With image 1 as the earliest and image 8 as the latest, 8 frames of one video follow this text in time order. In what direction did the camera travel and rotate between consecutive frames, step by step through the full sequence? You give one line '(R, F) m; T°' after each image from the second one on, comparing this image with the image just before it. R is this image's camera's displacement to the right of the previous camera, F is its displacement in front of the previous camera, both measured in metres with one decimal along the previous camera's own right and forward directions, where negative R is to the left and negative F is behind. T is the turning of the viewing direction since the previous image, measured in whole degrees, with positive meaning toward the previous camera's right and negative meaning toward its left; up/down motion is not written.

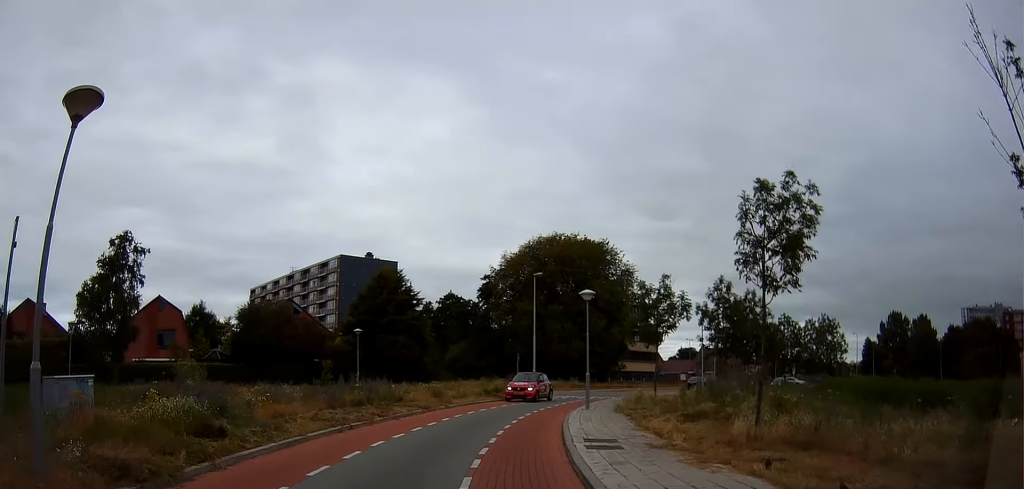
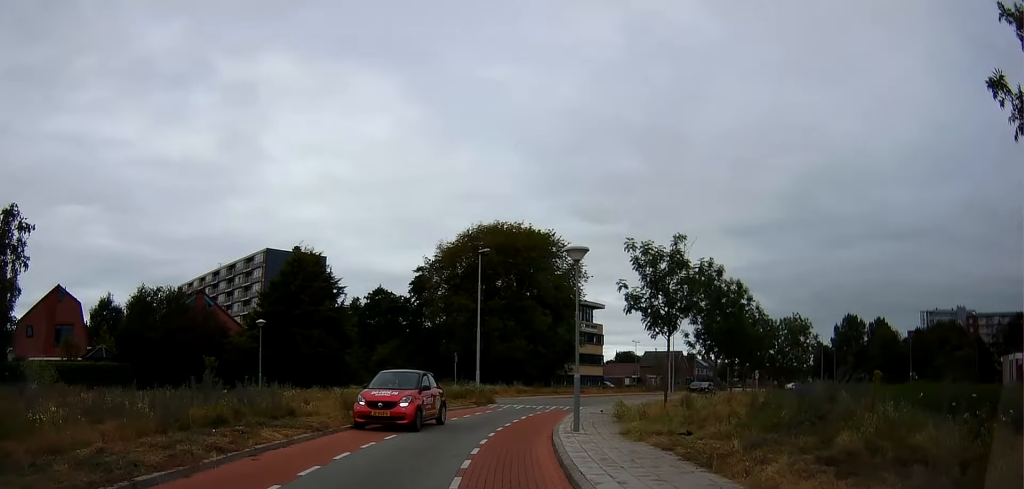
(+0.4, +8.0) m; +4°
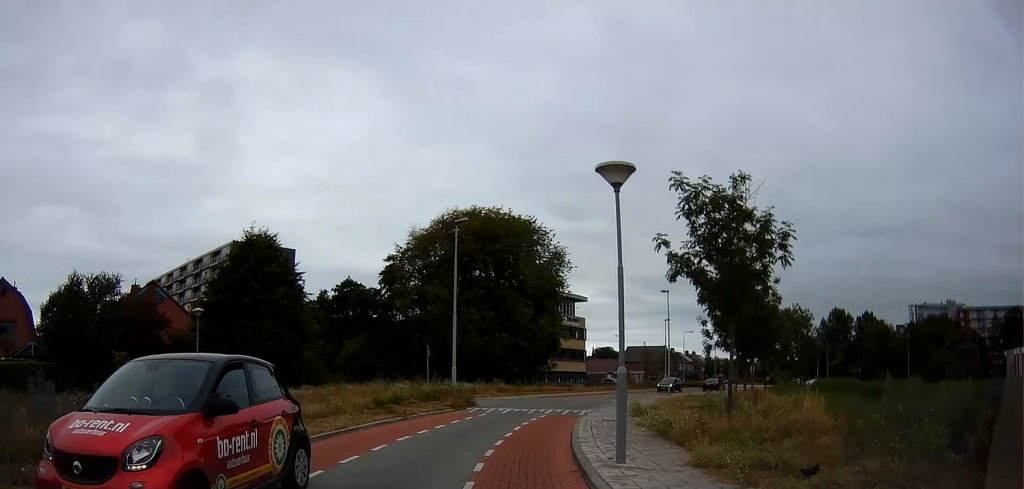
(+0.1, +5.5) m; +2°
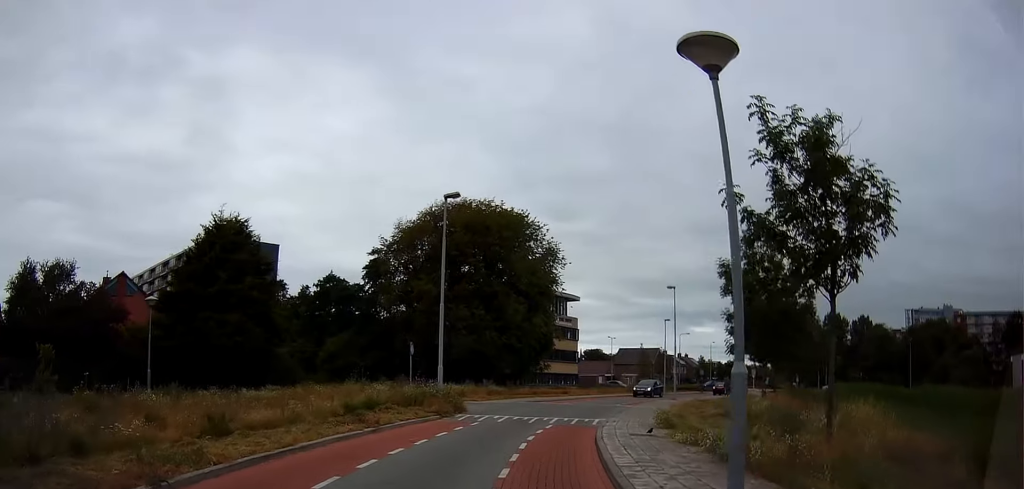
(0.0, +3.7) m; +2°
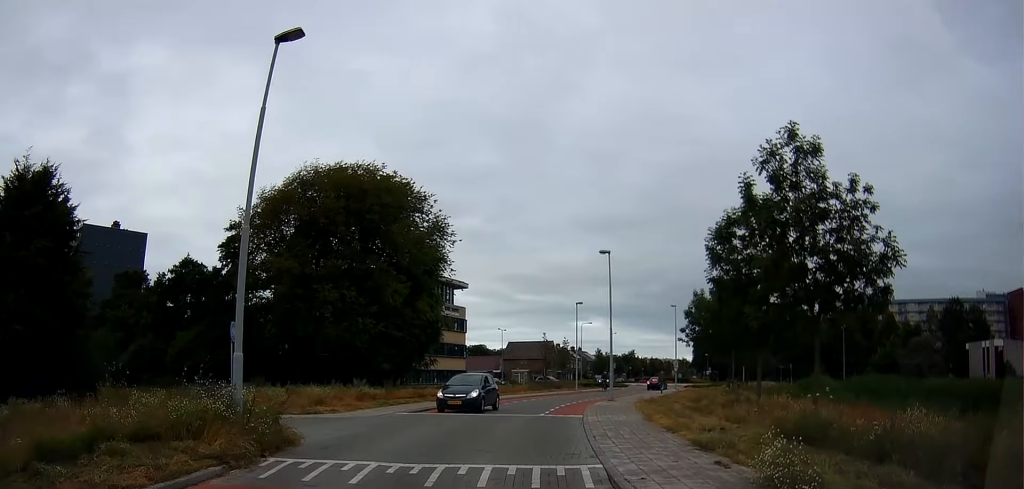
(+1.4, +10.4) m; +14°
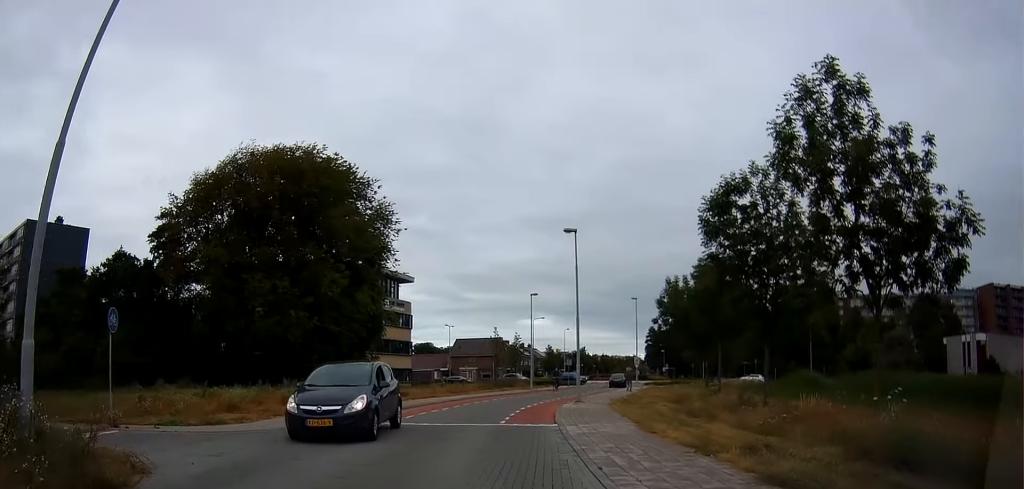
(+0.1, +4.3) m; +3°
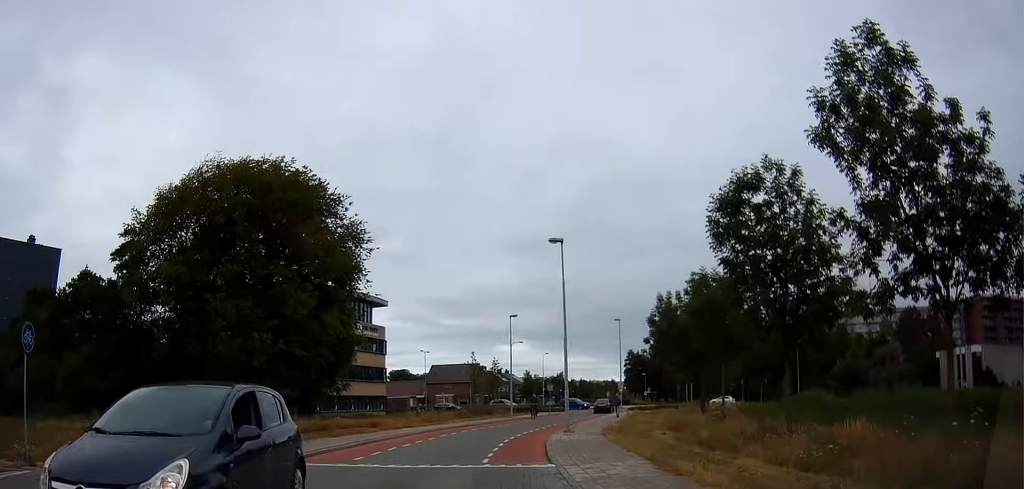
(-0.2, +2.7) m; +1°
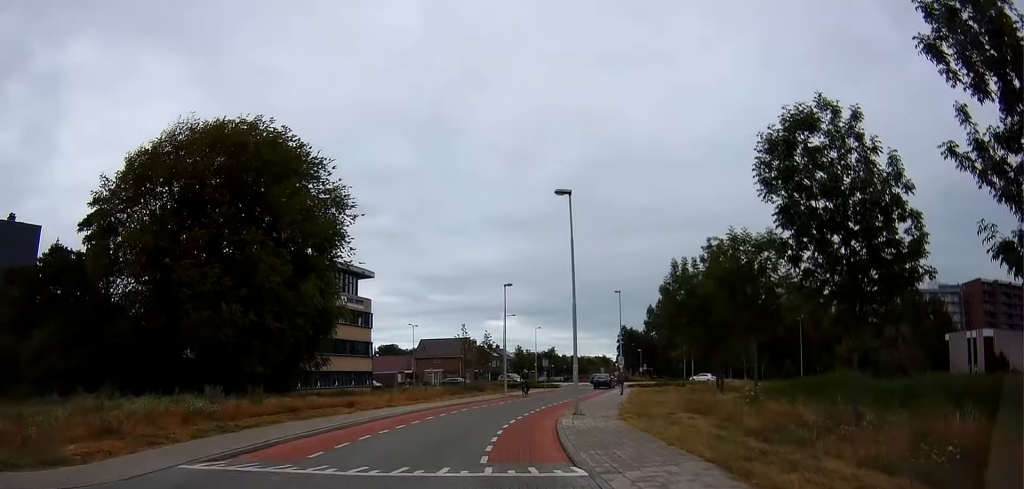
(+0.2, +3.7) m; +3°
